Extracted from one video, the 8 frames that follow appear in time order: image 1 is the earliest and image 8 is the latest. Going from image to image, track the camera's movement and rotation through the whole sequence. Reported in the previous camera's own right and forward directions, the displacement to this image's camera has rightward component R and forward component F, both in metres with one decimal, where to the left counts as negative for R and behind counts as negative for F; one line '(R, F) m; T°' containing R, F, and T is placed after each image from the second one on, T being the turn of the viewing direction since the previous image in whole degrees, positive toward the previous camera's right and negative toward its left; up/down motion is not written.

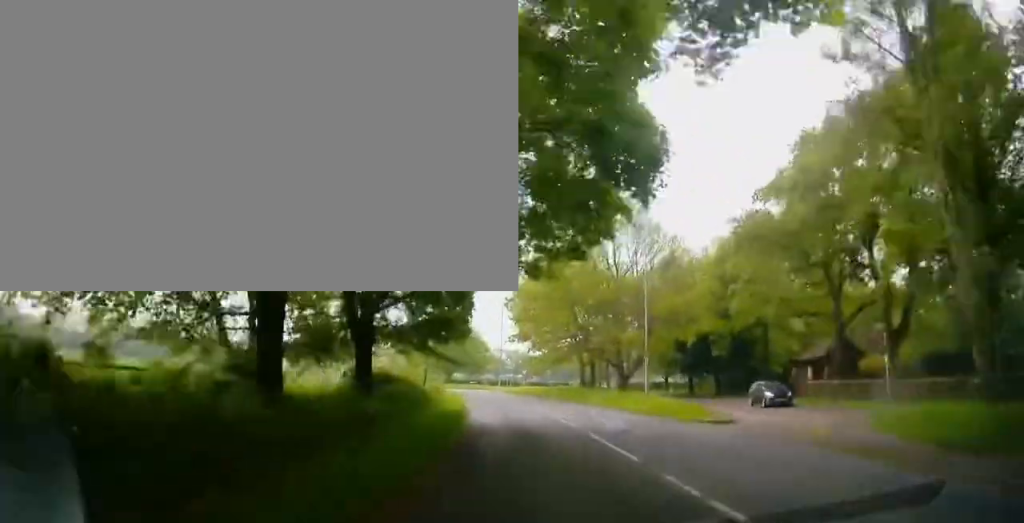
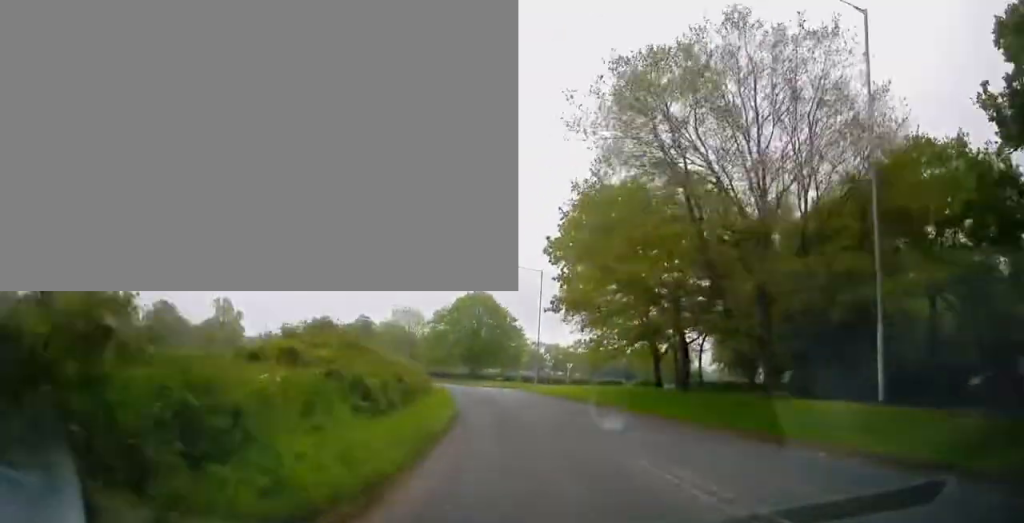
(-0.5, +19.5) m; -3°
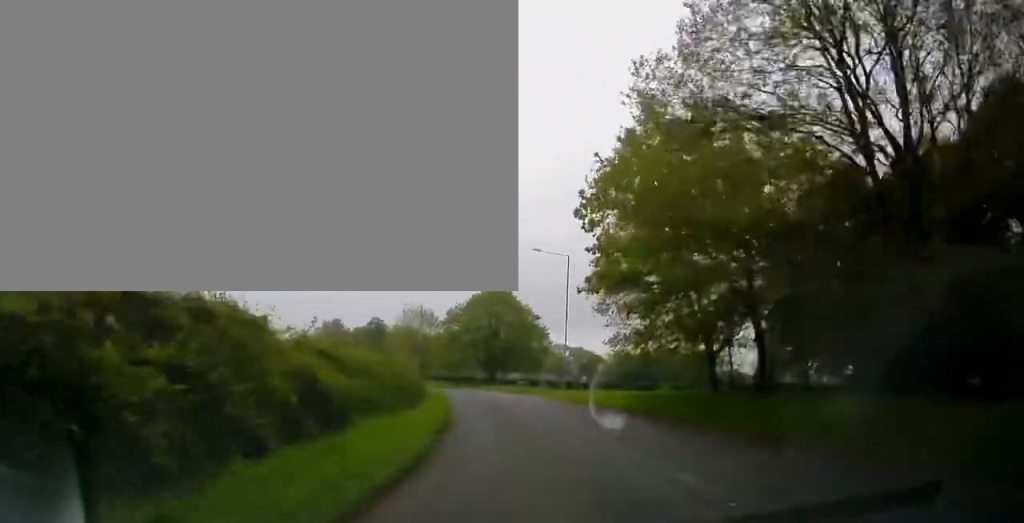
(-0.2, +8.7) m; 0°
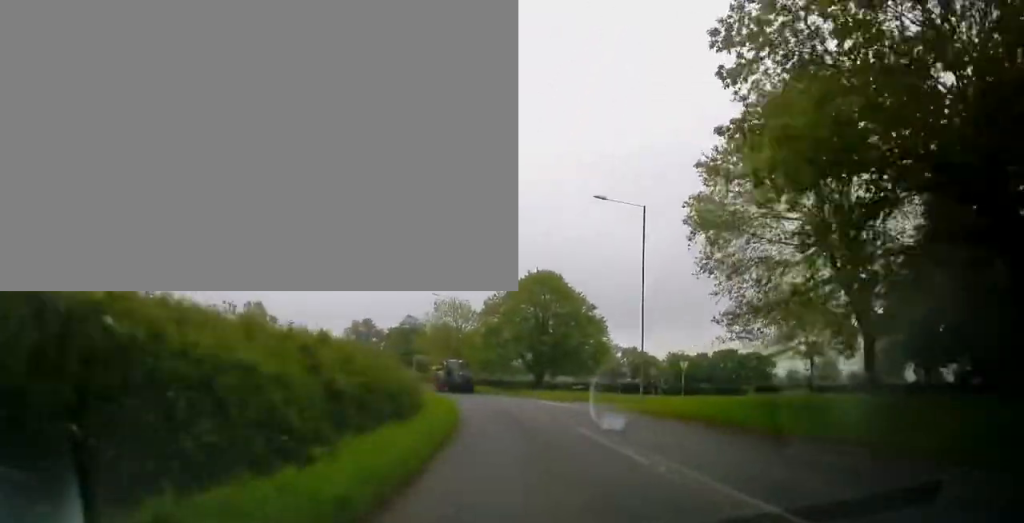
(+0.3, +13.7) m; +1°
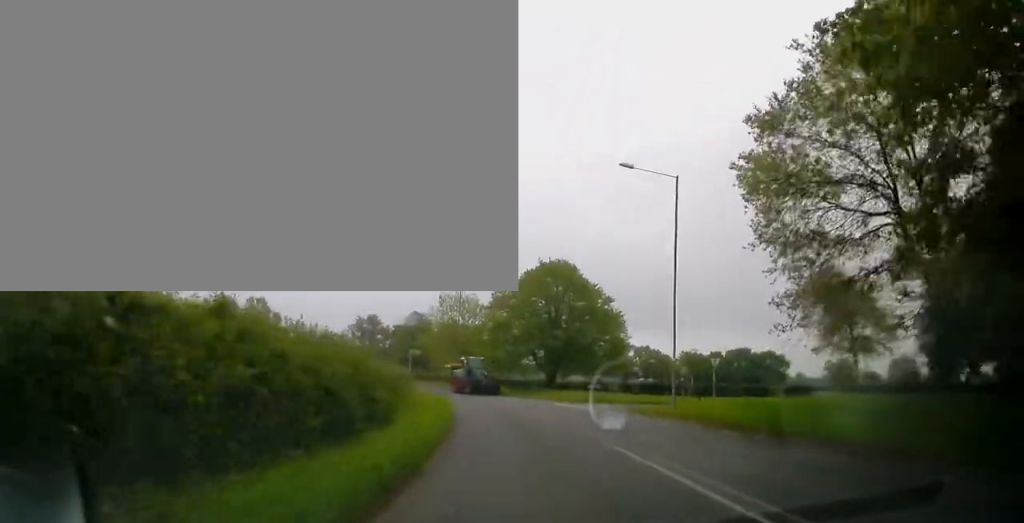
(0.0, +4.6) m; 0°
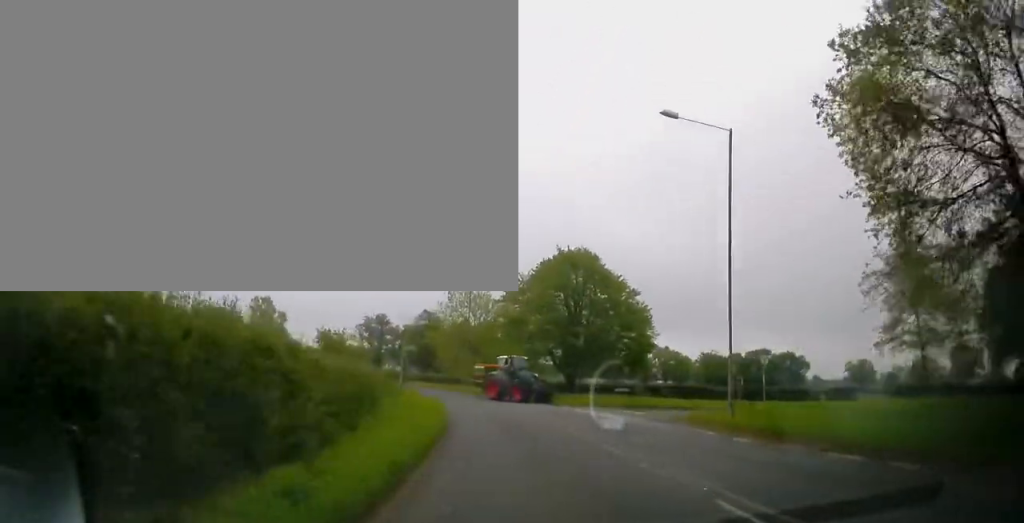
(-0.1, +5.7) m; -2°
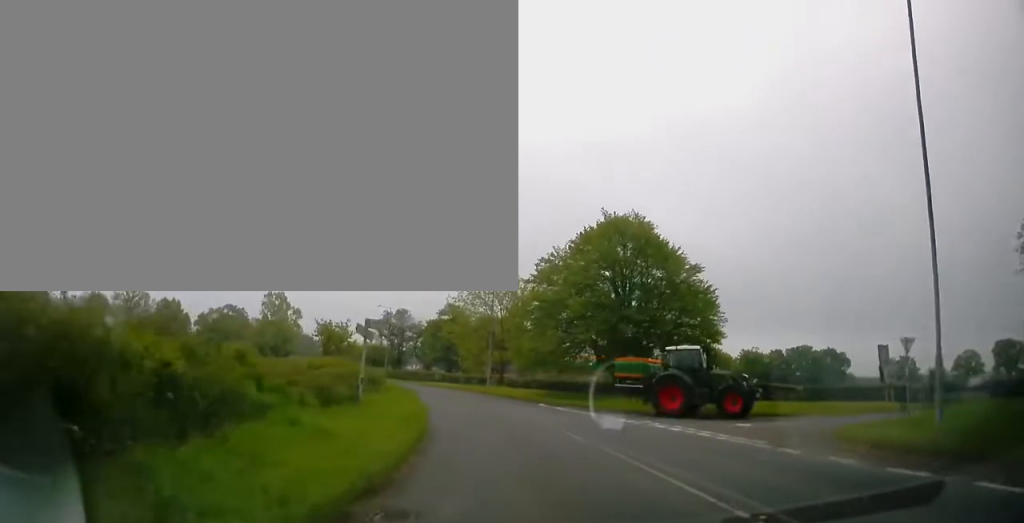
(-0.4, +11.0) m; -2°
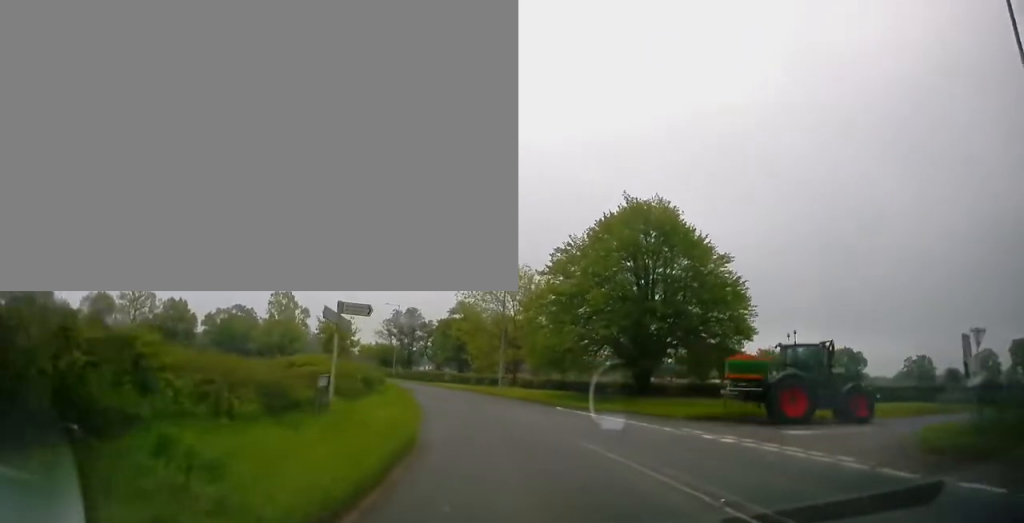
(+0.1, +3.6) m; 0°
